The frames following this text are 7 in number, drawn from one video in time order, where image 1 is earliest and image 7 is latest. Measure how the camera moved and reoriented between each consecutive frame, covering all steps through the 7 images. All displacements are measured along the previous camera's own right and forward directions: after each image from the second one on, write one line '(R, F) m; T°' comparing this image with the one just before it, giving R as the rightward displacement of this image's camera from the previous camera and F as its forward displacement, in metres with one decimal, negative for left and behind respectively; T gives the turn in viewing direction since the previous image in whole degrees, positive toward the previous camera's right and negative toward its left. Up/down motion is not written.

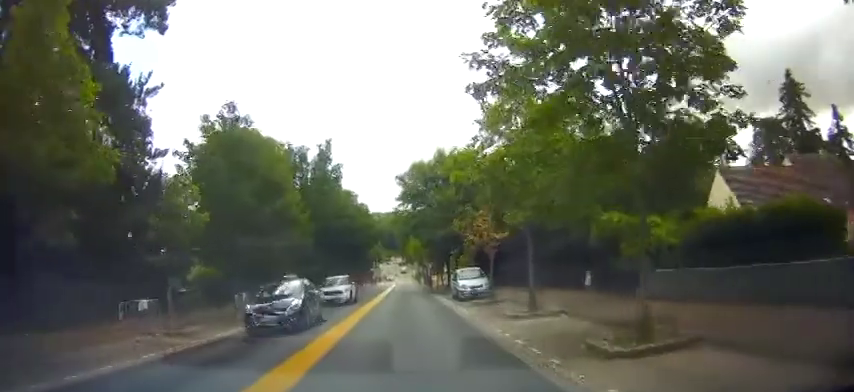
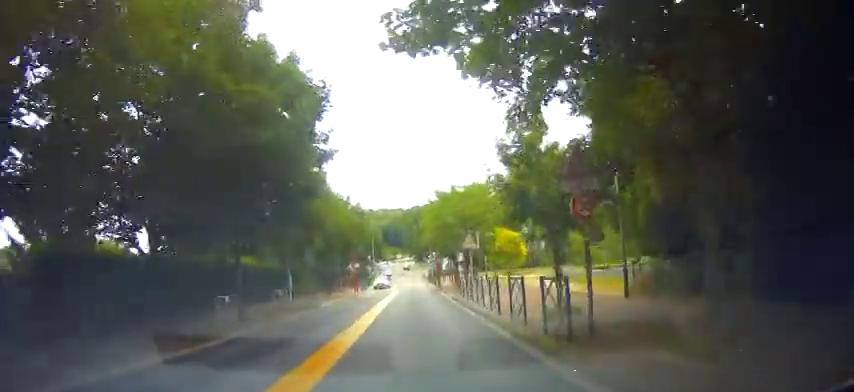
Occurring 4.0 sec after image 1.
(-0.2, +34.9) m; -1°
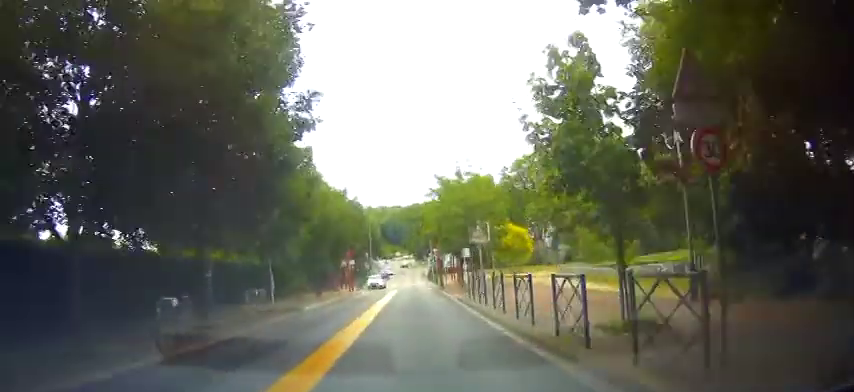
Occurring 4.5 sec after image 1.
(0.0, +3.9) m; -1°
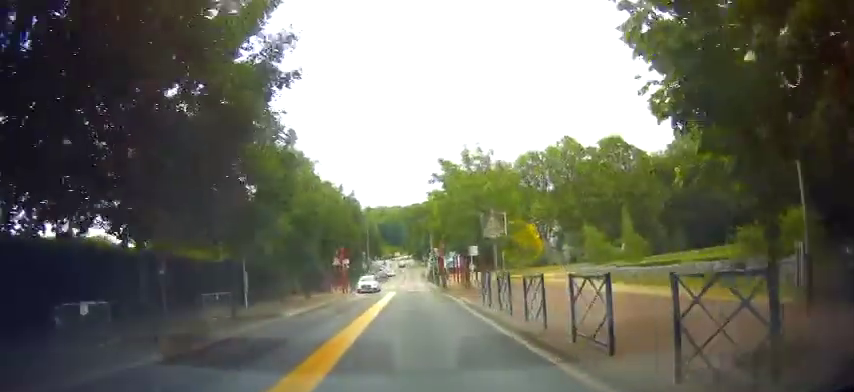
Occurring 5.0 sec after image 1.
(+0.1, +4.1) m; -1°
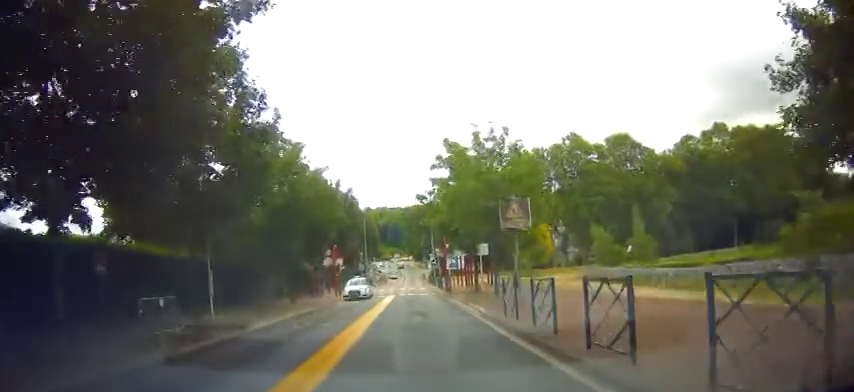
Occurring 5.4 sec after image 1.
(-0.1, +3.8) m; 0°
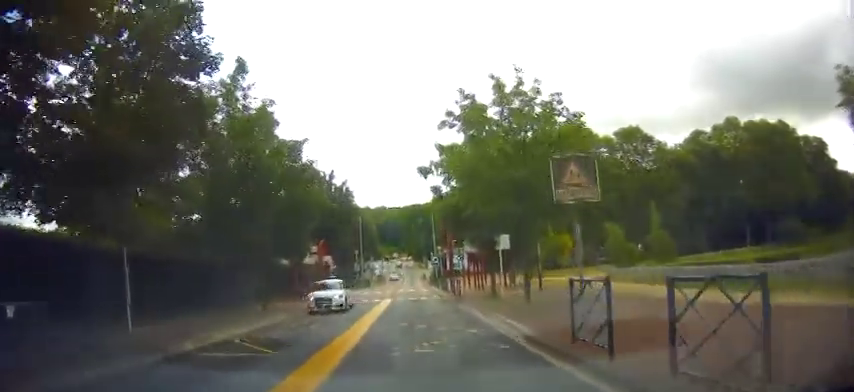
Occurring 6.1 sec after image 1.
(-0.3, +5.6) m; 0°
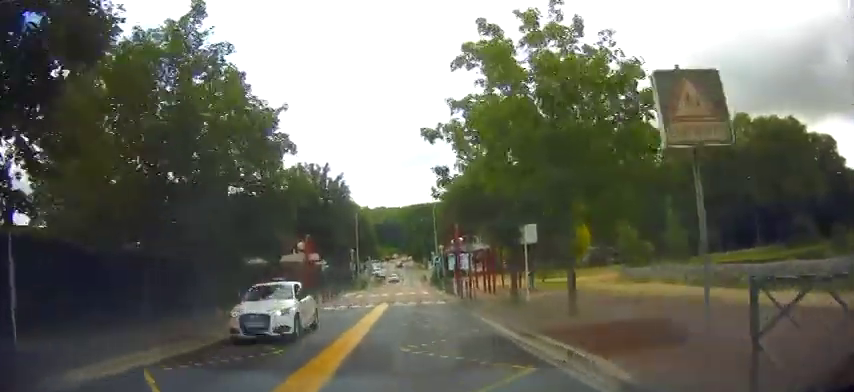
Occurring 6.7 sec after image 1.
(+0.3, +4.5) m; +2°
